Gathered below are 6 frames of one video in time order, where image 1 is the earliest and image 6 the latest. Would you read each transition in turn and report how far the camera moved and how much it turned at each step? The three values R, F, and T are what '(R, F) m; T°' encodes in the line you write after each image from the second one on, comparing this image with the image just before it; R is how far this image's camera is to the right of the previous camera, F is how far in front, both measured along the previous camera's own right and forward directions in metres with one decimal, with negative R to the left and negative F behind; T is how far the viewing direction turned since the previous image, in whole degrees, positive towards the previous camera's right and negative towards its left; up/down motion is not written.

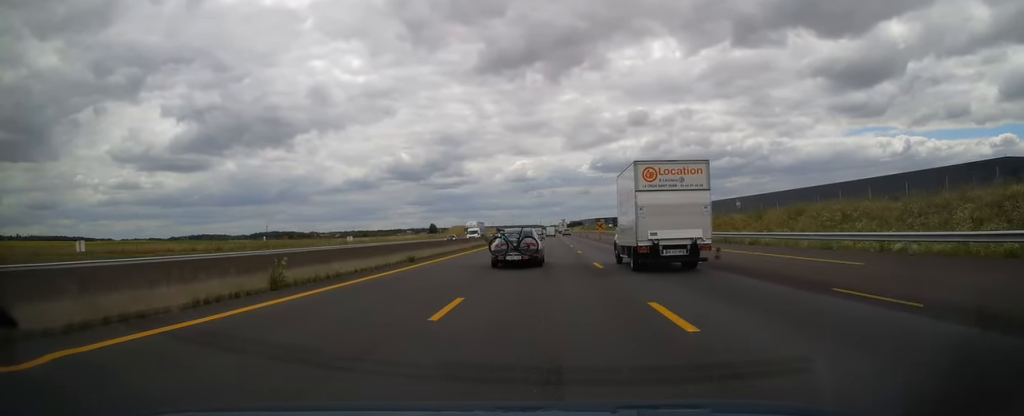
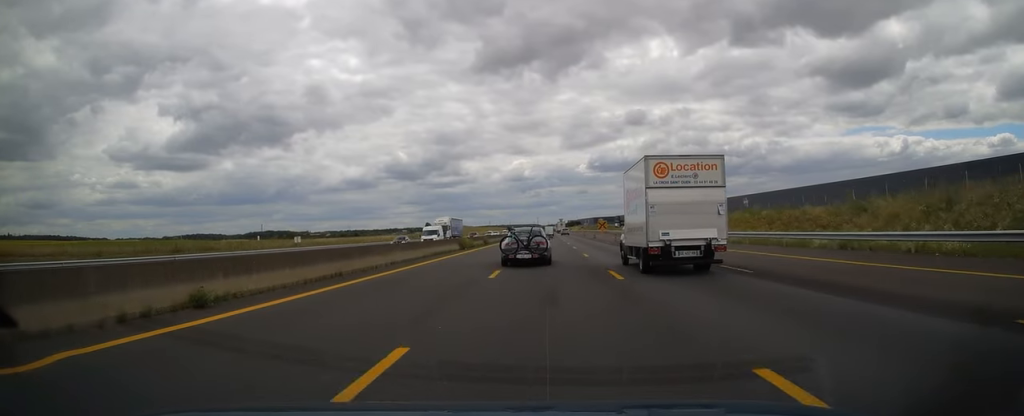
(0.0, +18.0) m; 0°
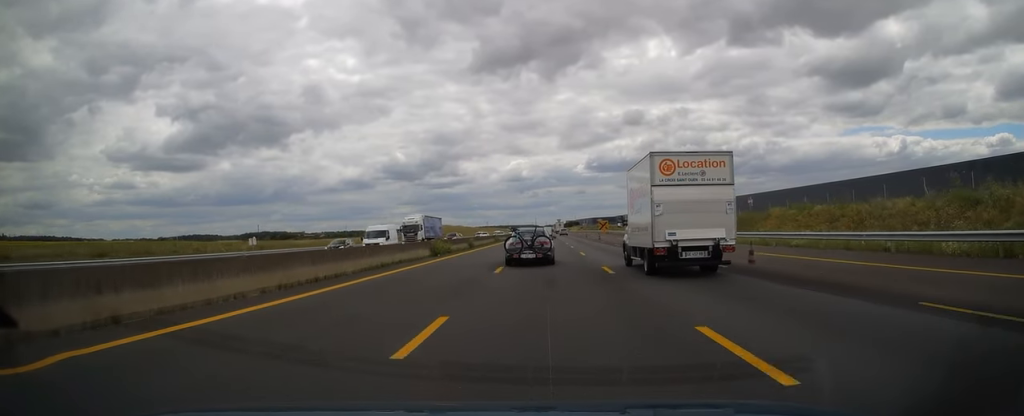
(0.0, +10.8) m; 0°
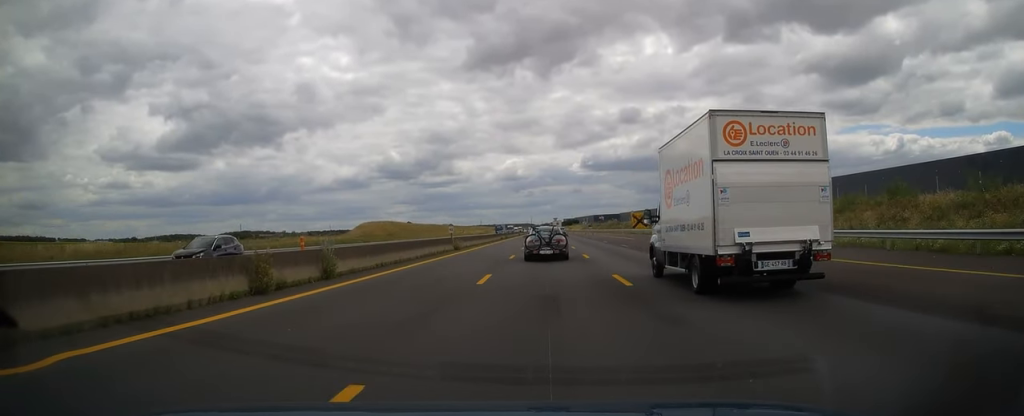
(+0.8, +82.5) m; +1°
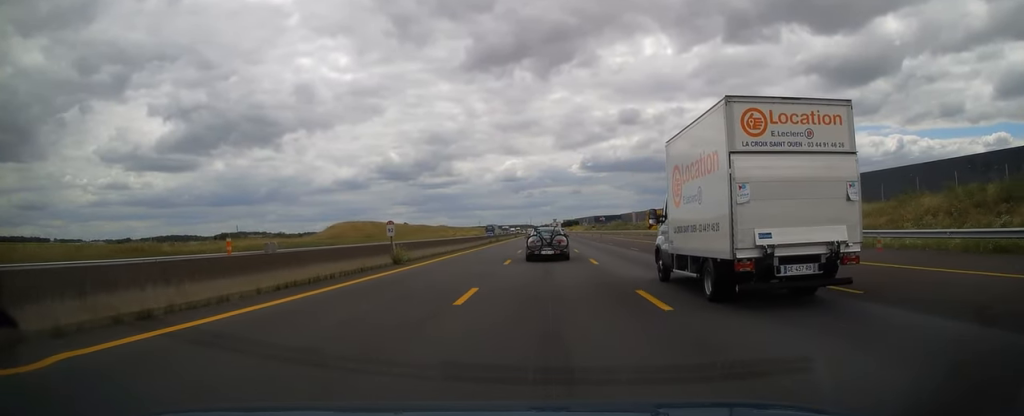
(-0.1, +17.2) m; 0°
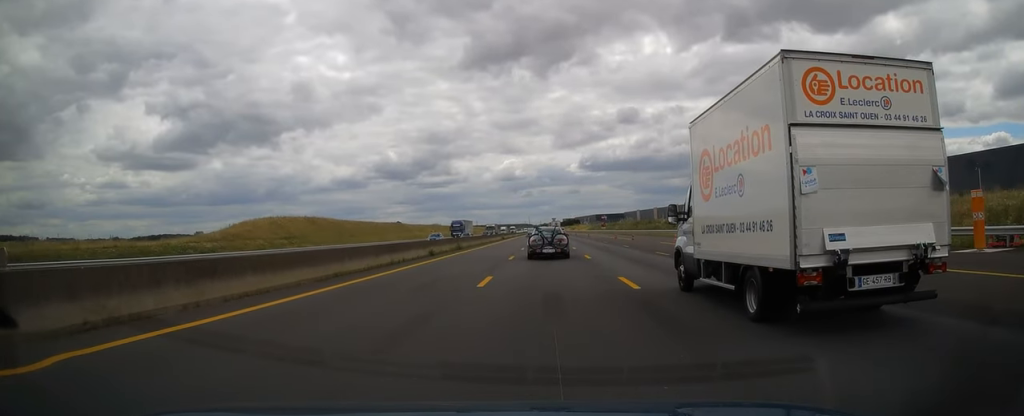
(+0.2, +35.7) m; +1°
